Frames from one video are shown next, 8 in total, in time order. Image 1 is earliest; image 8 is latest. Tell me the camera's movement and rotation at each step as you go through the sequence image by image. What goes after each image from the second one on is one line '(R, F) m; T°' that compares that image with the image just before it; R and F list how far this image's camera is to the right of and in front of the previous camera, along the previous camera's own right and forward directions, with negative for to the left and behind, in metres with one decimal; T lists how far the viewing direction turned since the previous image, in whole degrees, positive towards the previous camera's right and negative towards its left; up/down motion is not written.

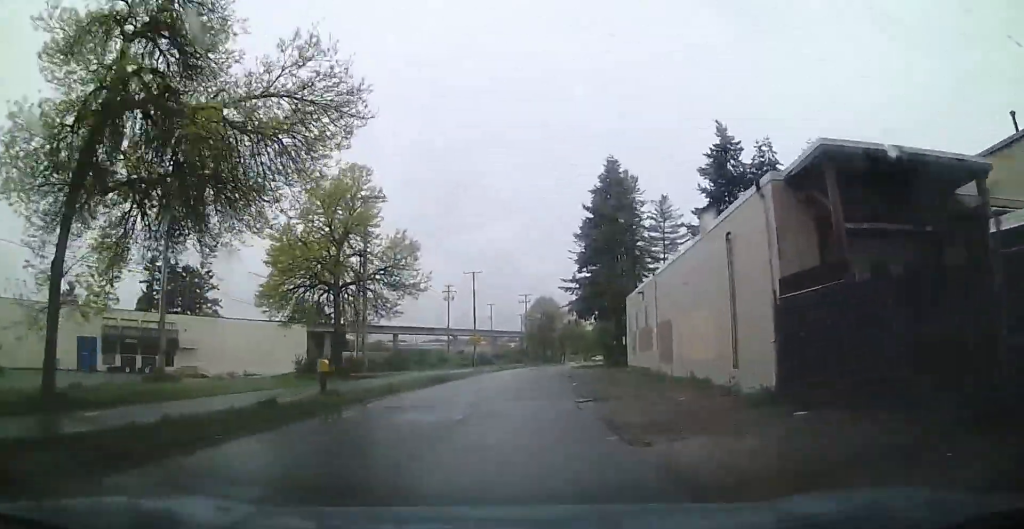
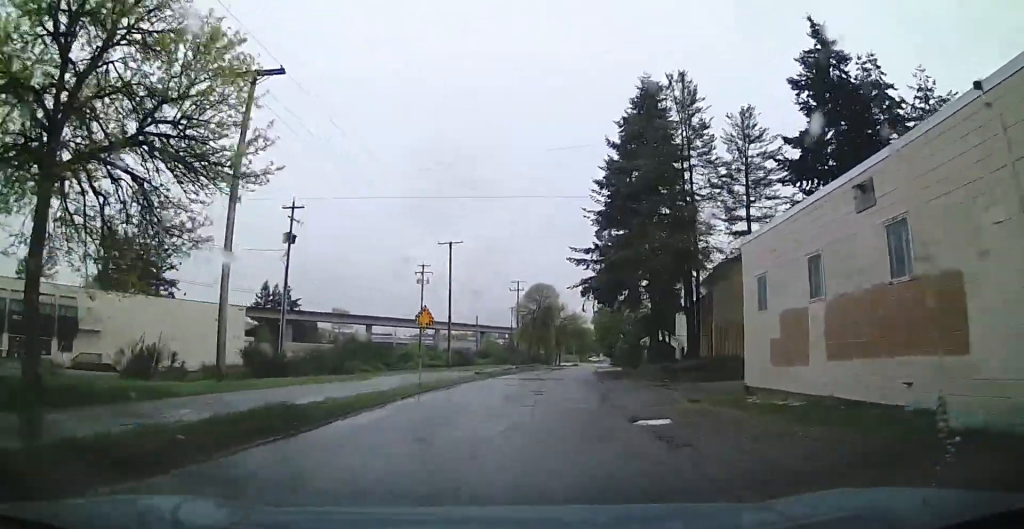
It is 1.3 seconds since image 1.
(+2.3, +22.8) m; +5°
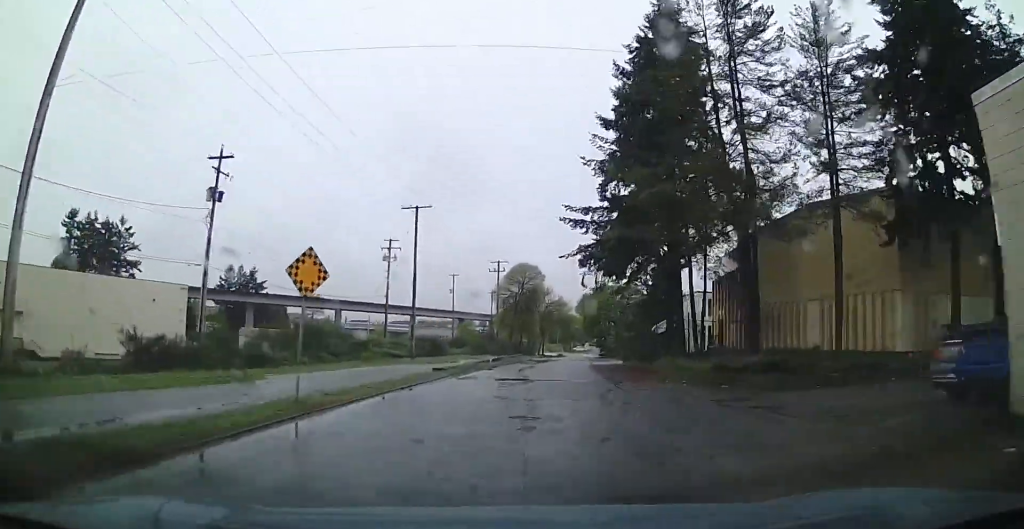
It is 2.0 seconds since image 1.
(-1.6, +12.7) m; +5°
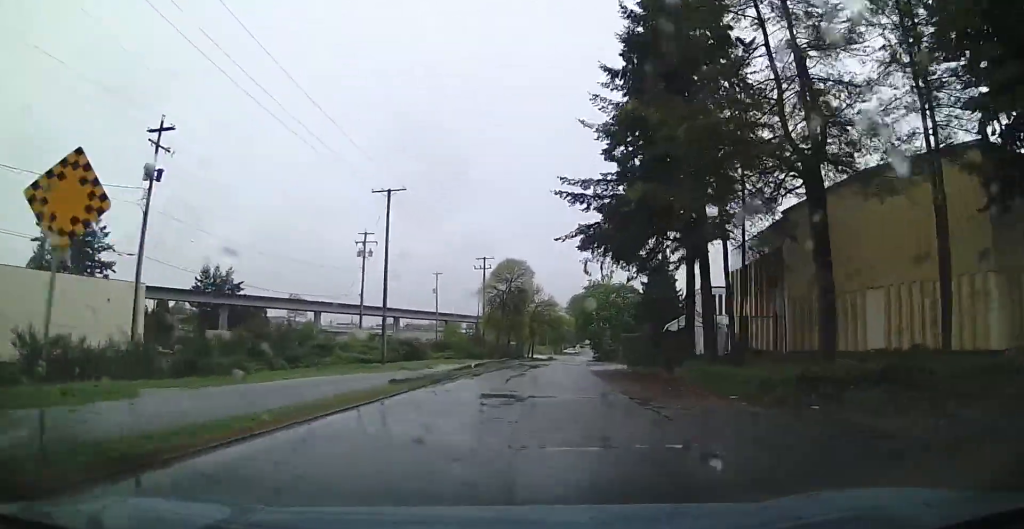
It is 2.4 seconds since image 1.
(+1.7, +8.4) m; +2°
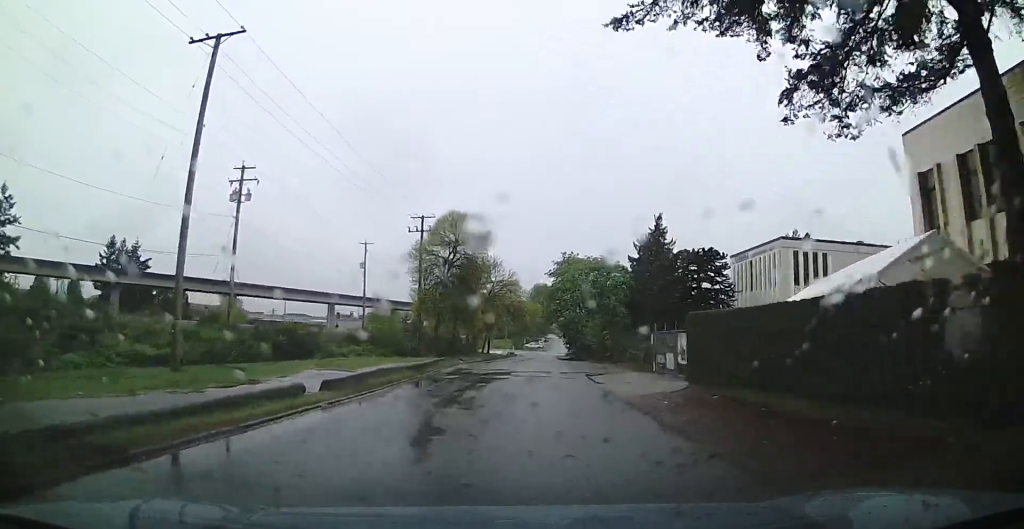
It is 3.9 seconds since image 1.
(0.0, +26.8) m; -9°
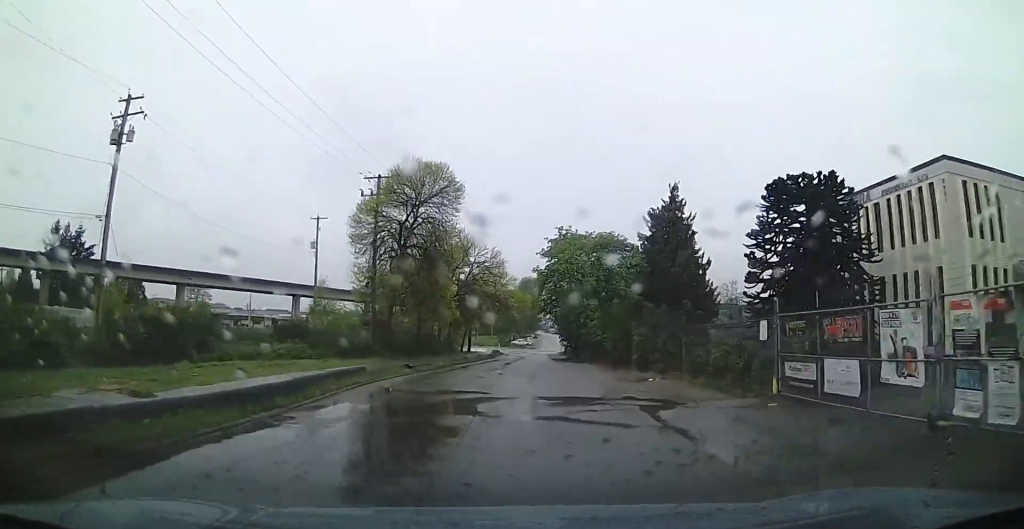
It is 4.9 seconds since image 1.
(-1.0, +13.1) m; -3°
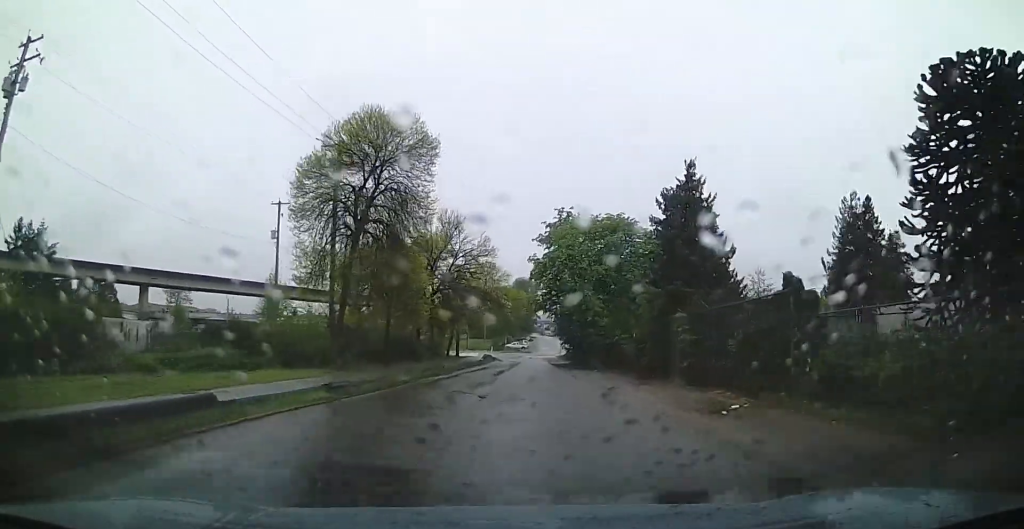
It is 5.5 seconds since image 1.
(+0.1, +7.0) m; +1°
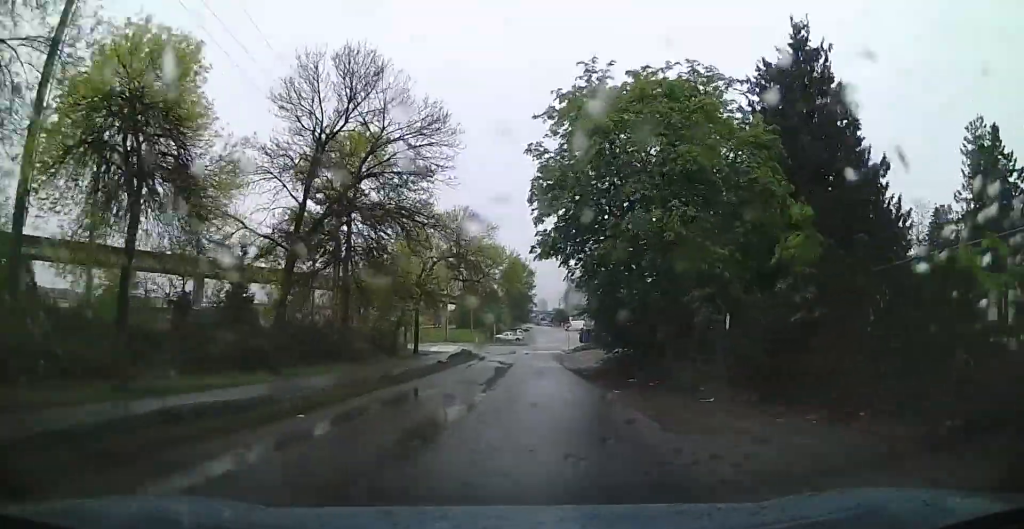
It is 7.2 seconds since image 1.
(+0.8, +18.4) m; +4°
